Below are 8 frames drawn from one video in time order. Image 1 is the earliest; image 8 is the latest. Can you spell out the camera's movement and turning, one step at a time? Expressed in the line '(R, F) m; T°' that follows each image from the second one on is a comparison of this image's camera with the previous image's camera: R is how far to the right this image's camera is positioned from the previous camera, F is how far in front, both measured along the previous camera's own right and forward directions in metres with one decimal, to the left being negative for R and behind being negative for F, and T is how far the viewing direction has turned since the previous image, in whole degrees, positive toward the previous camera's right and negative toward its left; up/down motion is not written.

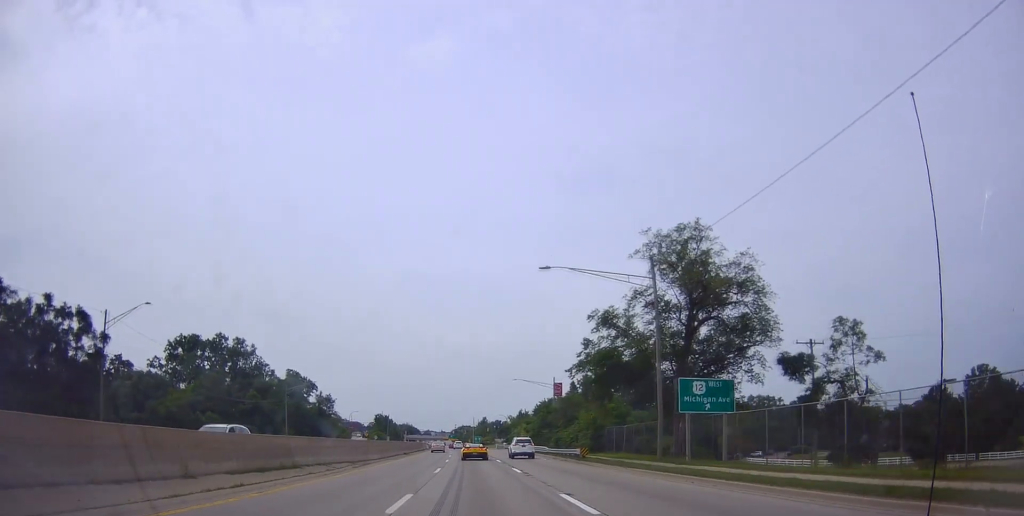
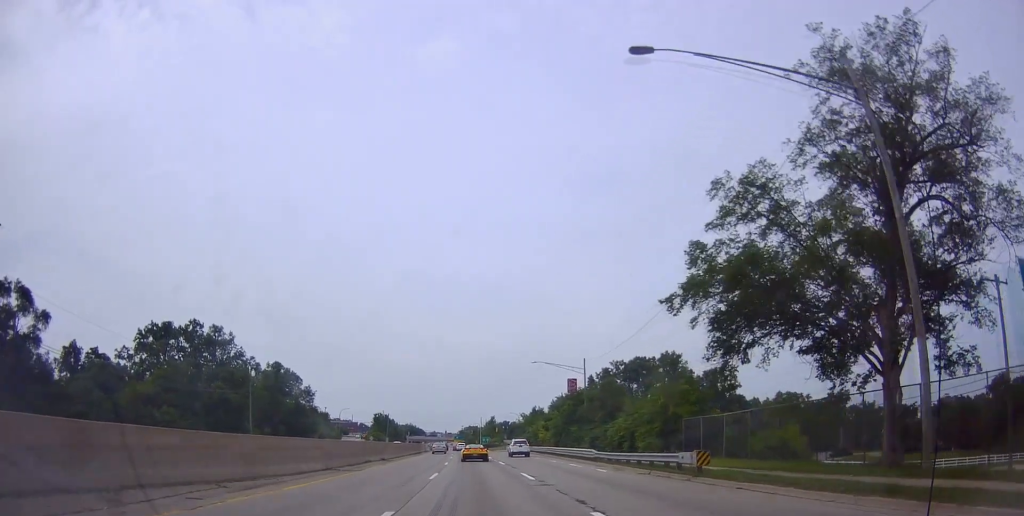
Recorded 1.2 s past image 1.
(0.0, +23.2) m; -1°
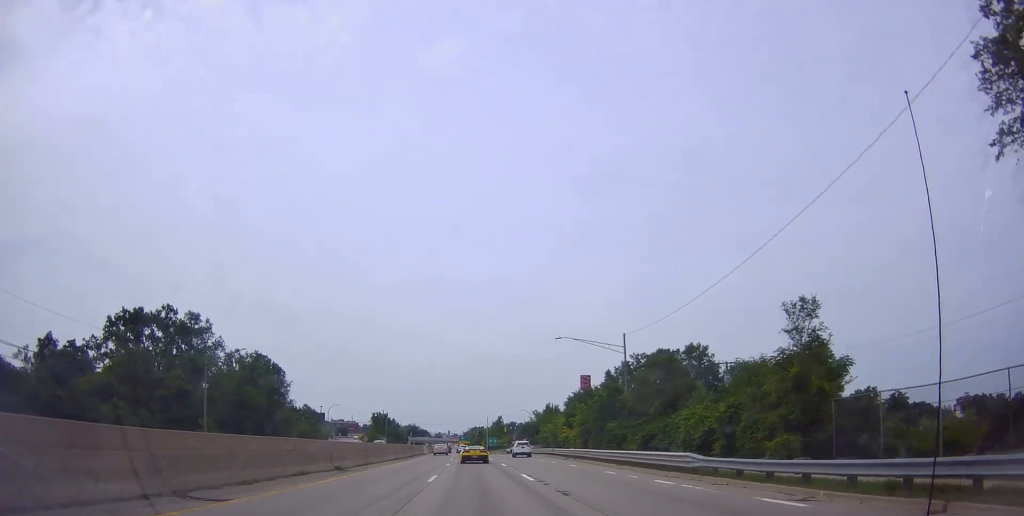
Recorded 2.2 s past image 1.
(-0.4, +19.1) m; -2°
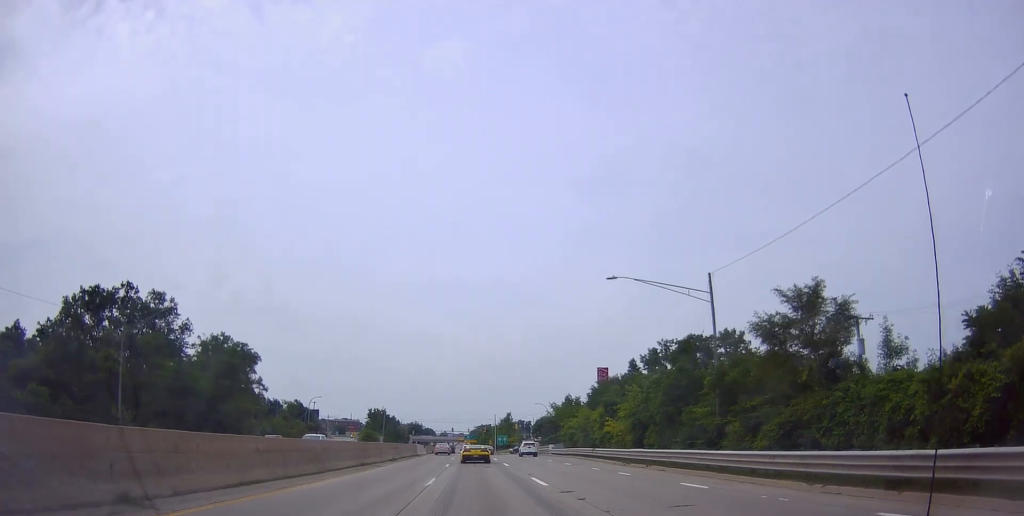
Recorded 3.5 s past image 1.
(-0.2, +22.6) m; -1°
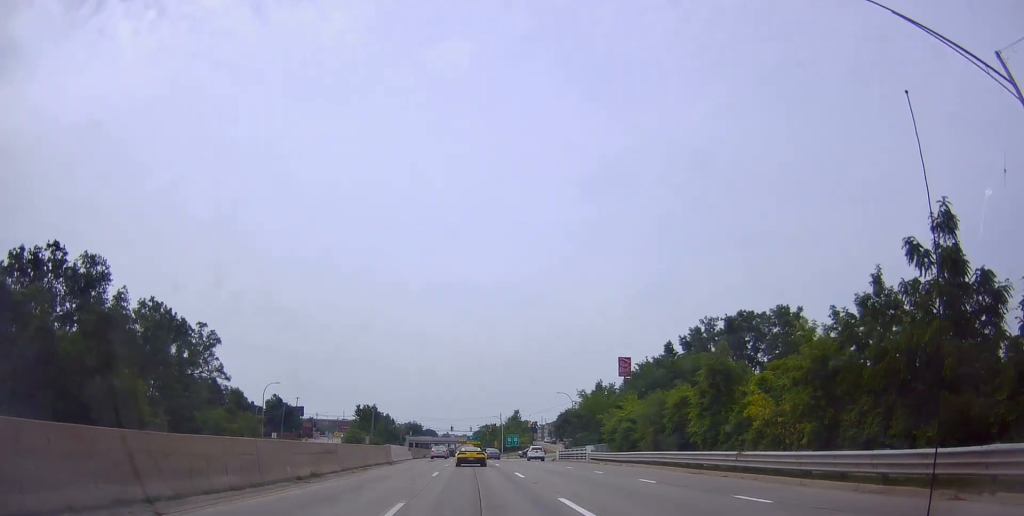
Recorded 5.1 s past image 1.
(-1.2, +29.5) m; -3°
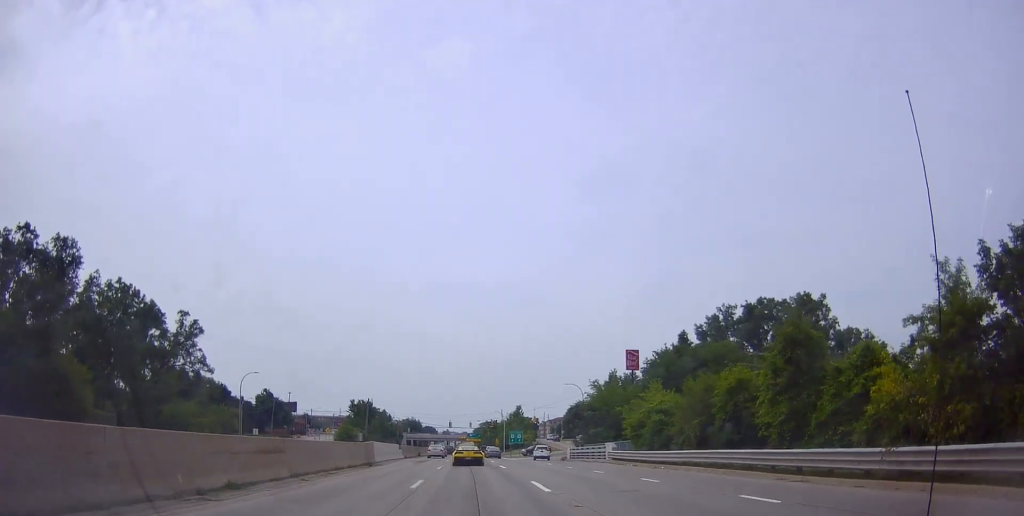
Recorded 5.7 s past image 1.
(0.0, +10.0) m; 0°
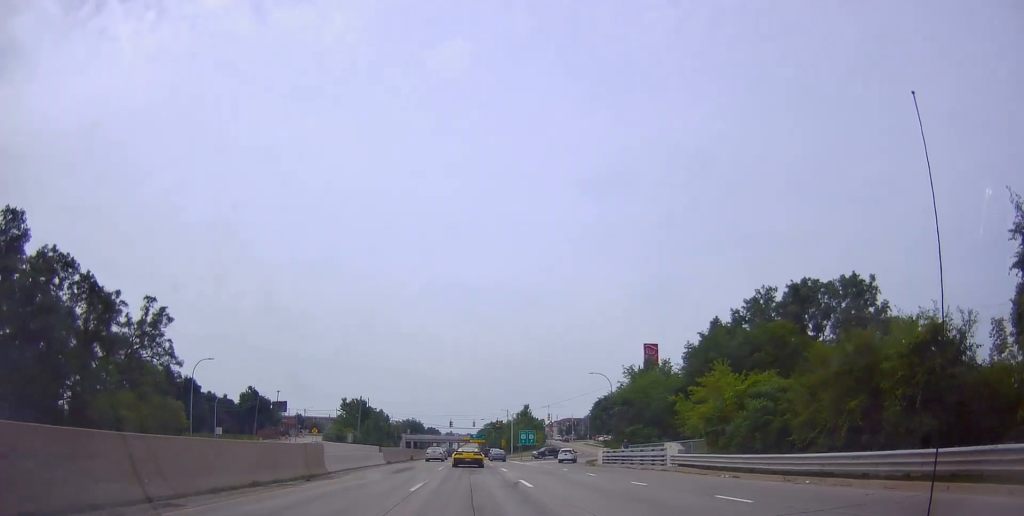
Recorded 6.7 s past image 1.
(+0.5, +17.1) m; 0°
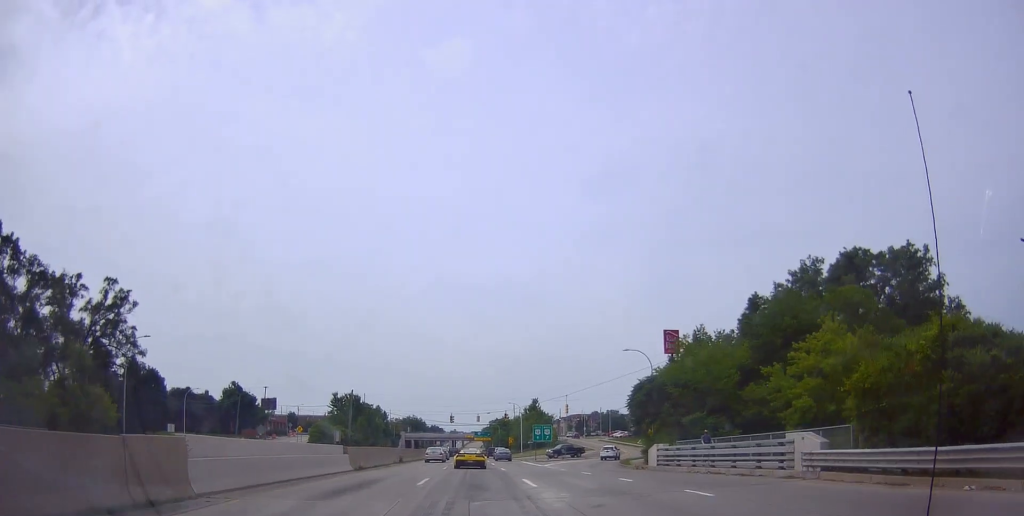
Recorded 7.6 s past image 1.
(-0.6, +16.1) m; 0°
